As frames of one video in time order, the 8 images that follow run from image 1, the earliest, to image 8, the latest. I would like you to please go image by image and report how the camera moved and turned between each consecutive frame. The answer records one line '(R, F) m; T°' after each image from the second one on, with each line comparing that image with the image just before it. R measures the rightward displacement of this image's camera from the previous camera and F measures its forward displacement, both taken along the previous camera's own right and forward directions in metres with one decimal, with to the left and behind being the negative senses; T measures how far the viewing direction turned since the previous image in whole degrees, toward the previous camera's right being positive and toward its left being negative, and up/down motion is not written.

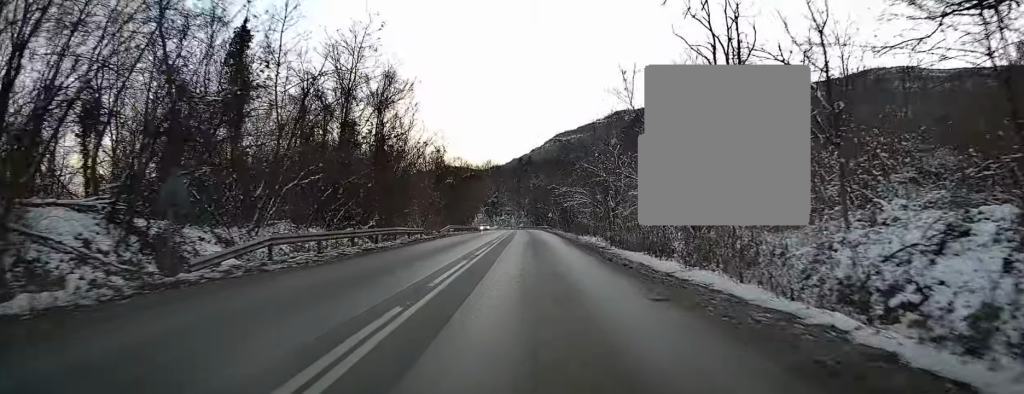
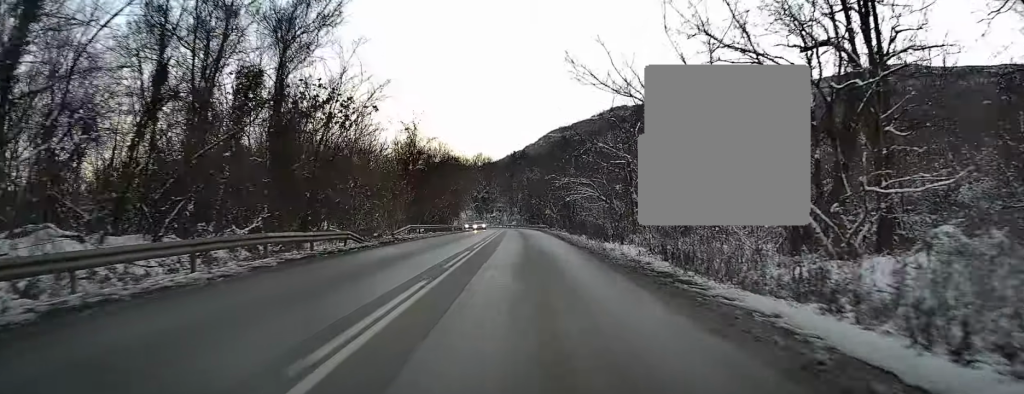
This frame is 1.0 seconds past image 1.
(0.0, +14.9) m; -1°
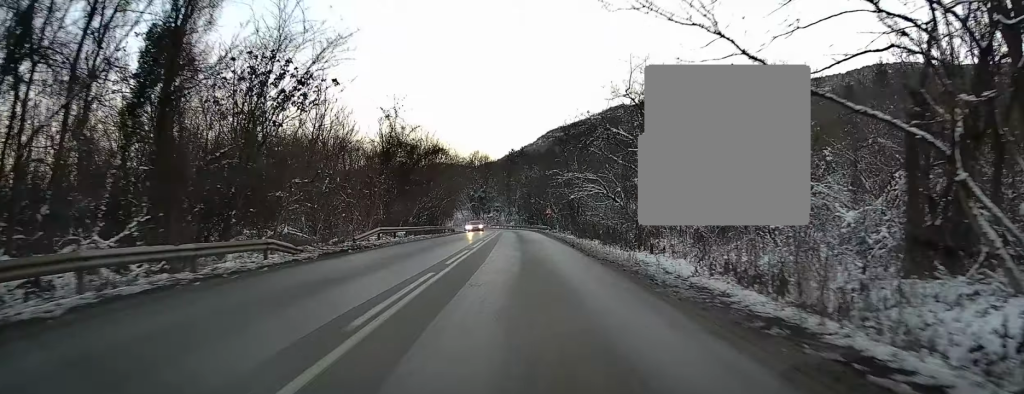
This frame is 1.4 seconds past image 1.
(-0.1, +7.3) m; 0°
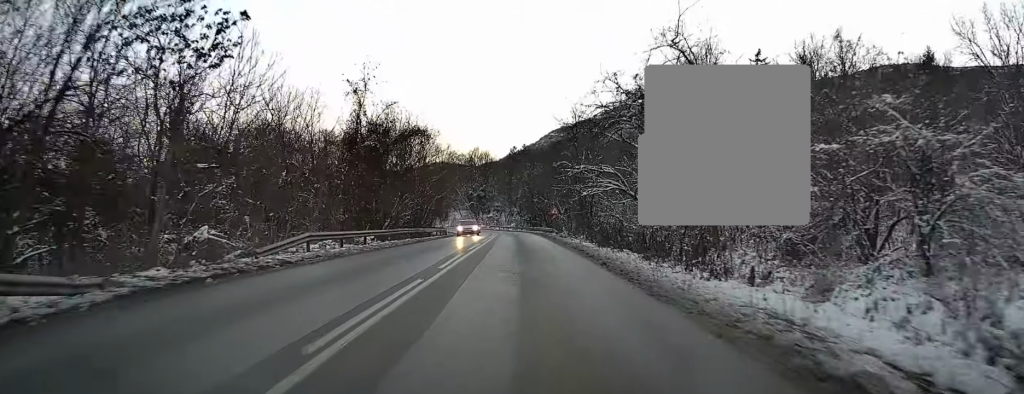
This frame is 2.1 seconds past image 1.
(-0.1, +9.9) m; 0°
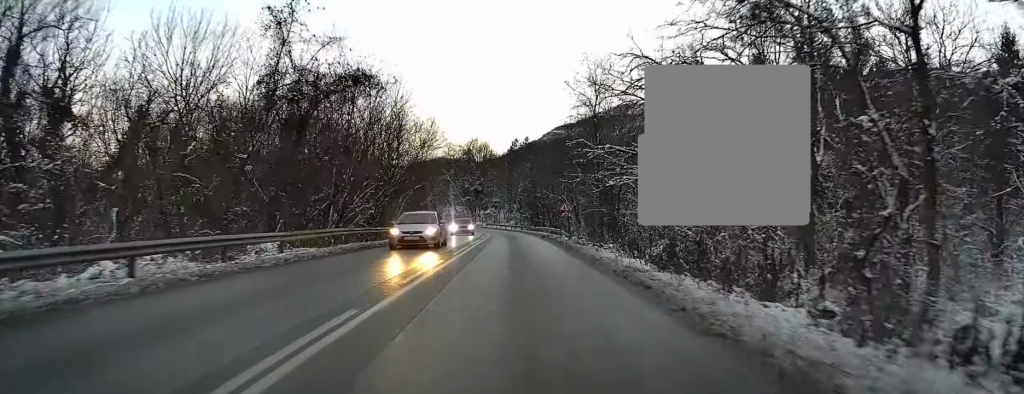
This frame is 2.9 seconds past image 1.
(+0.1, +13.1) m; +1°
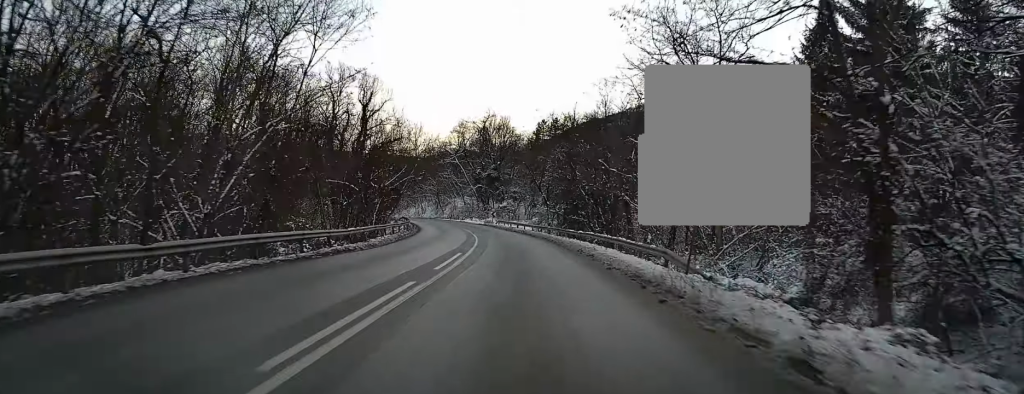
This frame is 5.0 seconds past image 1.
(-0.9, +32.6) m; -3°
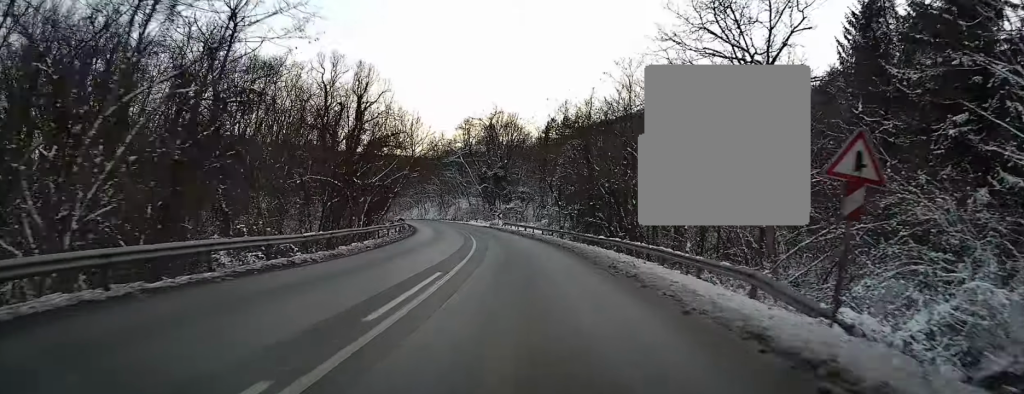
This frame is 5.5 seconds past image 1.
(0.0, +6.6) m; -1°
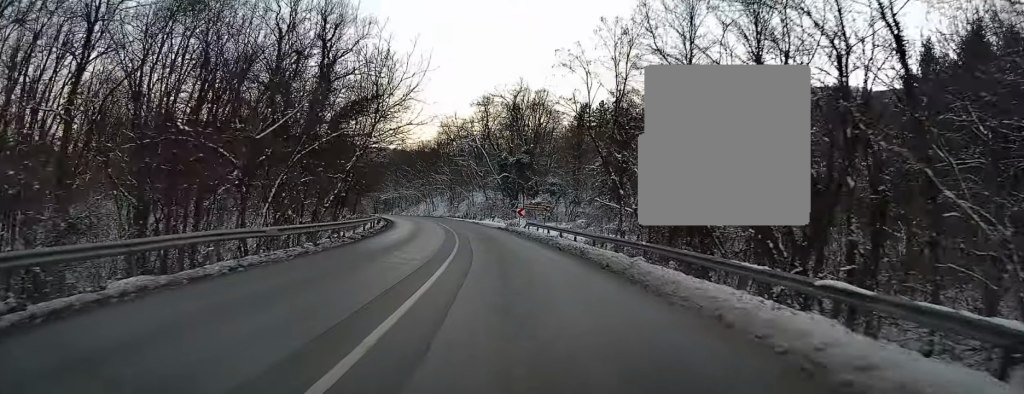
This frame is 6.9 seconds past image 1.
(-0.5, +21.8) m; -4°
